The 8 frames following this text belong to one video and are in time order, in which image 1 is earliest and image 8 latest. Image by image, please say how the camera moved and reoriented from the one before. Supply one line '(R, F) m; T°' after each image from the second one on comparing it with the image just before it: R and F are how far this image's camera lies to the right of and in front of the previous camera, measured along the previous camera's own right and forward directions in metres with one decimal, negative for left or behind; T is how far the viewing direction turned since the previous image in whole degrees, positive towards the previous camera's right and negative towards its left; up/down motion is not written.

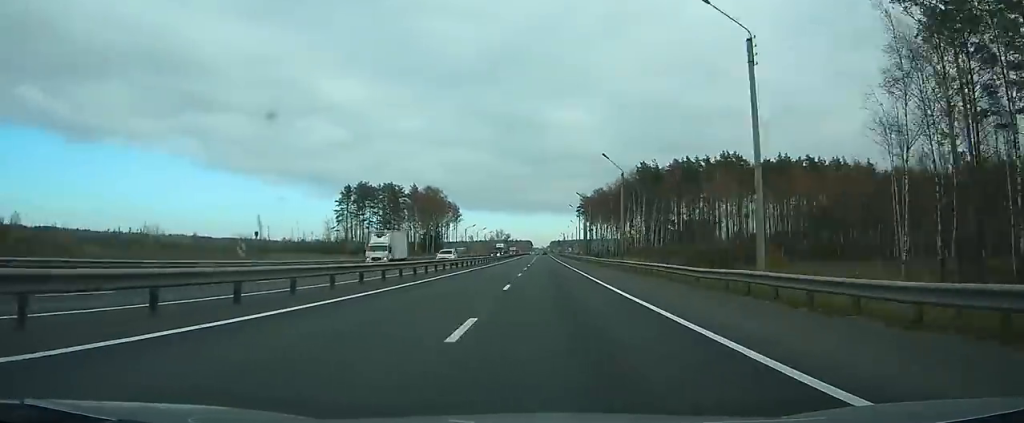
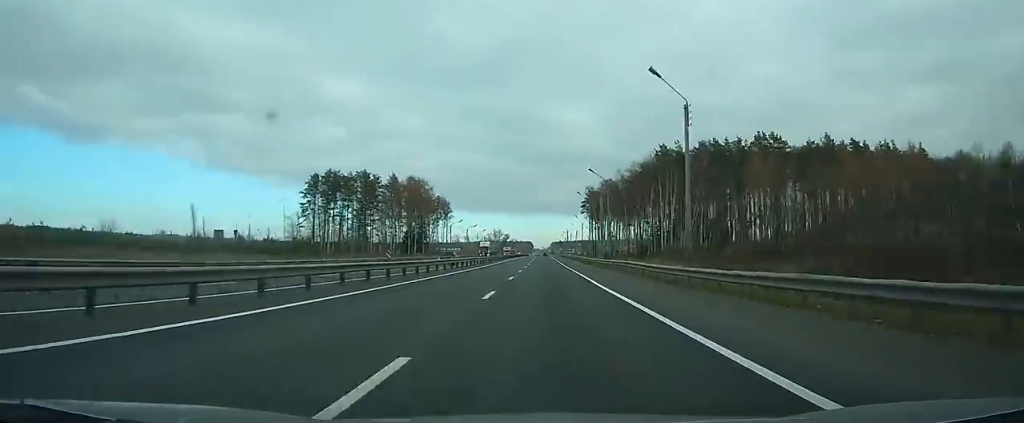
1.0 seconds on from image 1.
(-0.2, +29.1) m; 0°
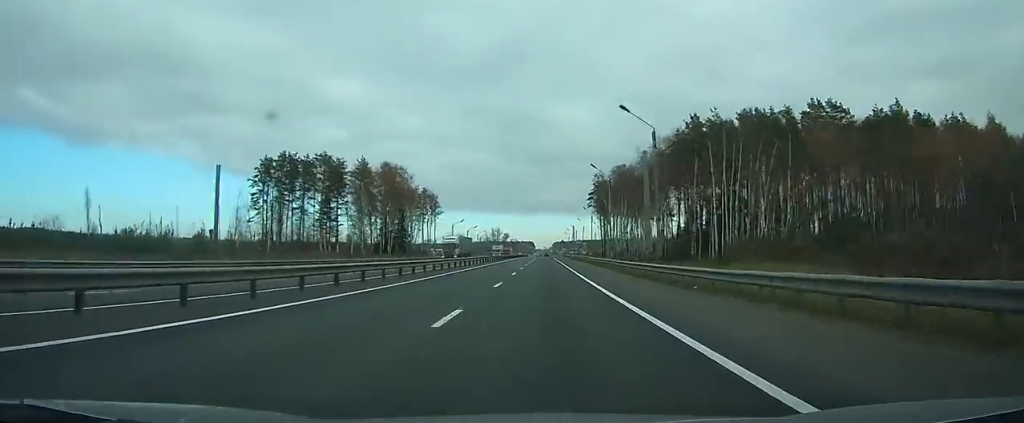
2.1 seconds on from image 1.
(-0.2, +30.9) m; 0°
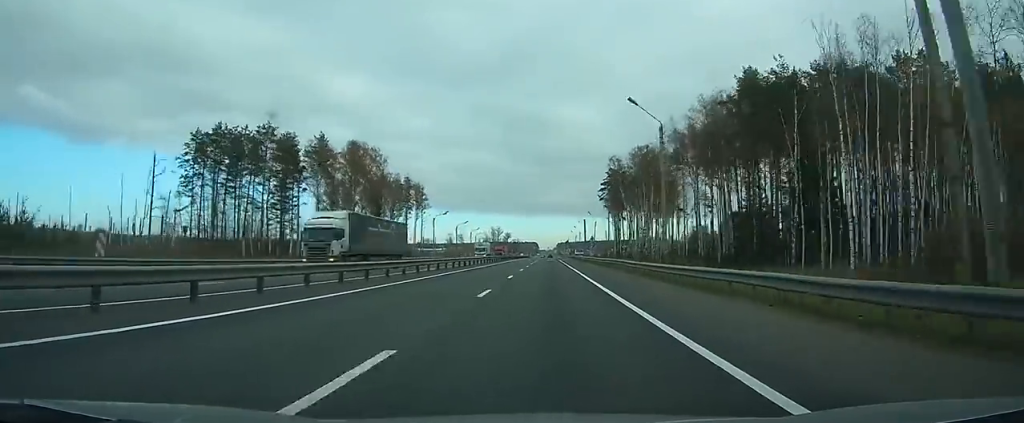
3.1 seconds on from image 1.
(-0.1, +29.8) m; 0°
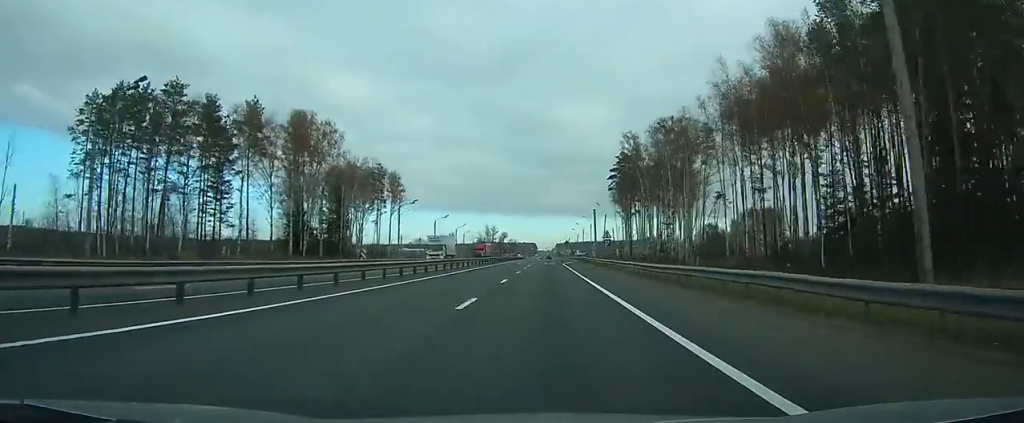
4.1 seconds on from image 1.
(-0.1, +27.5) m; 0°
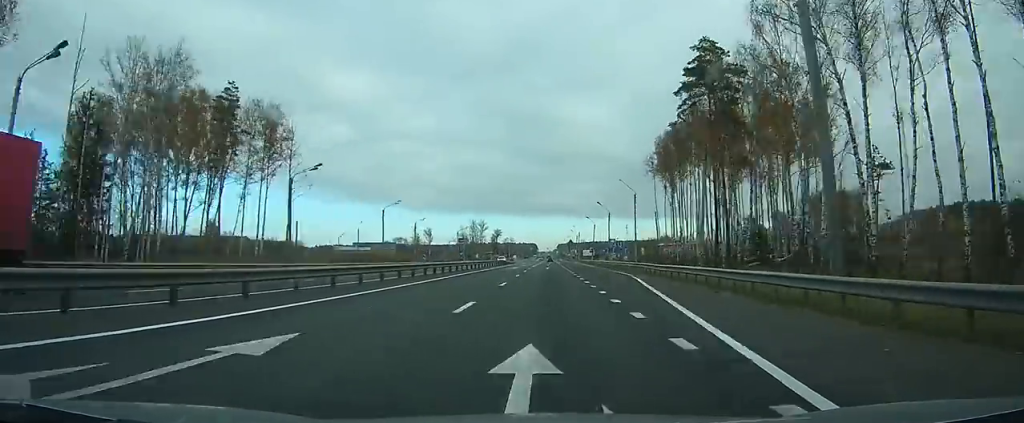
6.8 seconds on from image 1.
(+0.3, +69.4) m; 0°
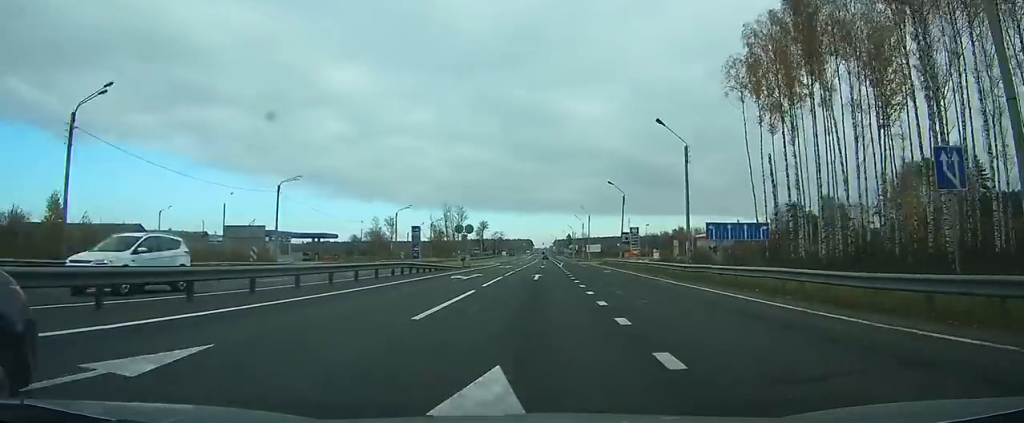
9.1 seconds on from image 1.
(+0.1, +60.5) m; 0°
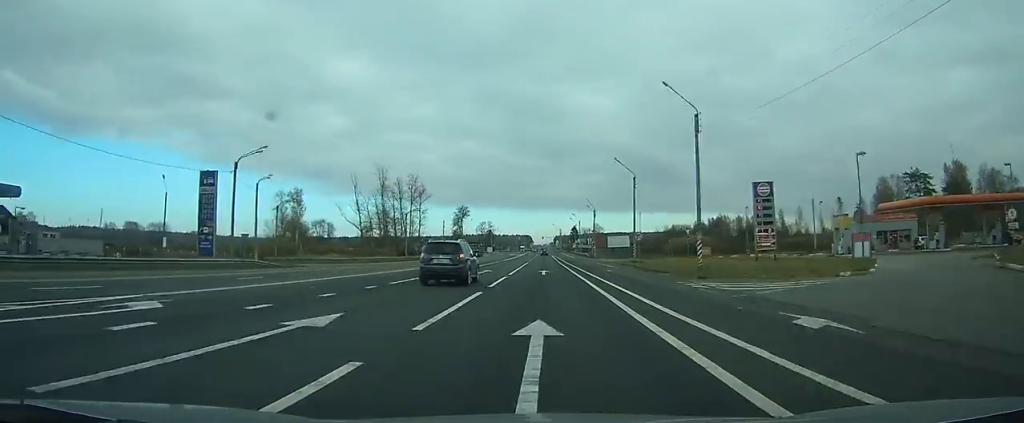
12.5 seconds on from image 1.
(0.0, +89.1) m; 0°
